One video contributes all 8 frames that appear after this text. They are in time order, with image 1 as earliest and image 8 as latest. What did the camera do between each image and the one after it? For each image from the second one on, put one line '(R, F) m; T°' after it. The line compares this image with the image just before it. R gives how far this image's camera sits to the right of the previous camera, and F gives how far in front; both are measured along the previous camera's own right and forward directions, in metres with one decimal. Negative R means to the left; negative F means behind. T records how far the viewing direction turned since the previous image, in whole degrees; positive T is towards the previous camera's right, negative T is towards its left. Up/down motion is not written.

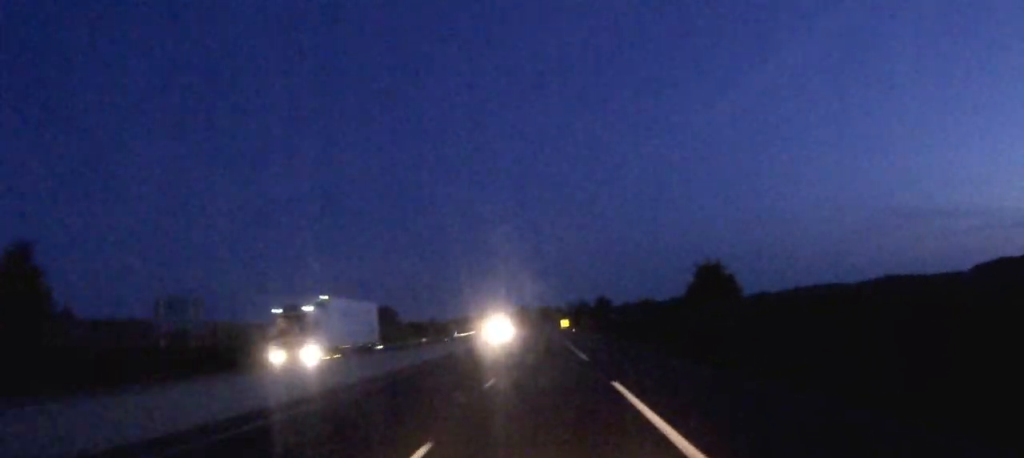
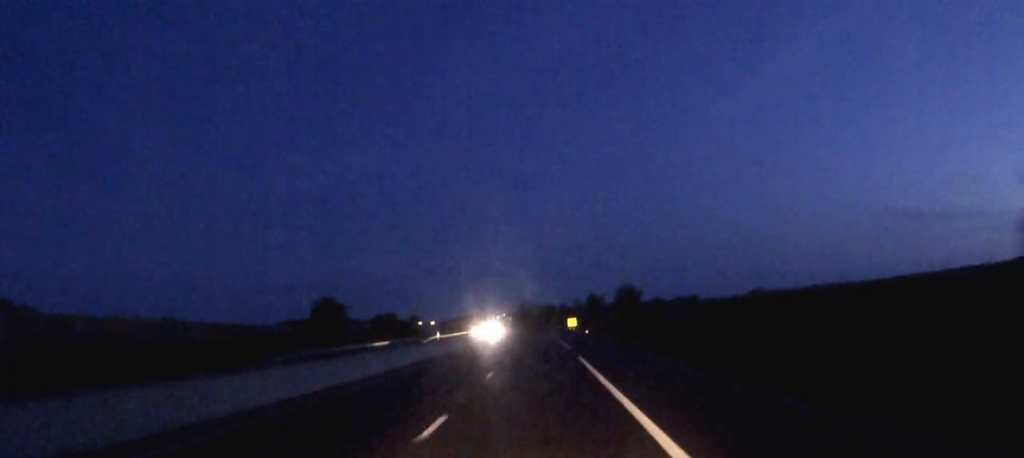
(0.0, +35.6) m; 0°
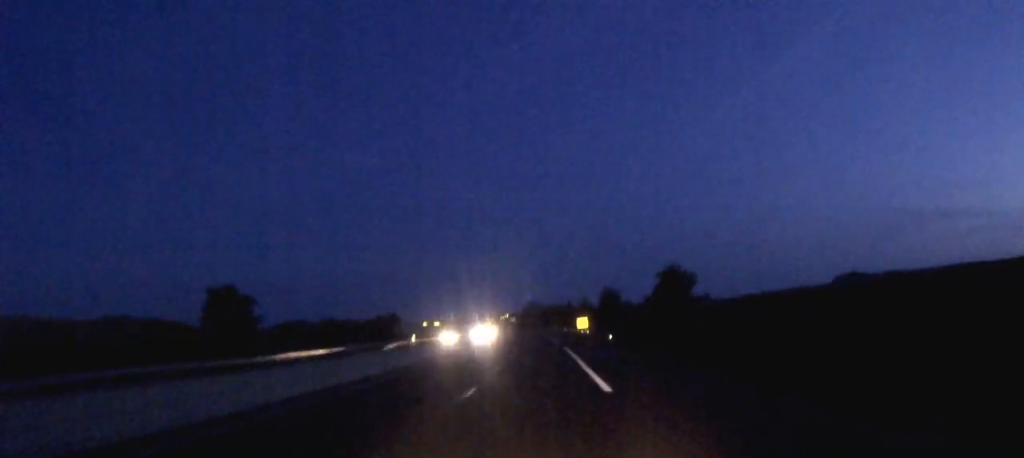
(-0.1, +31.9) m; -1°
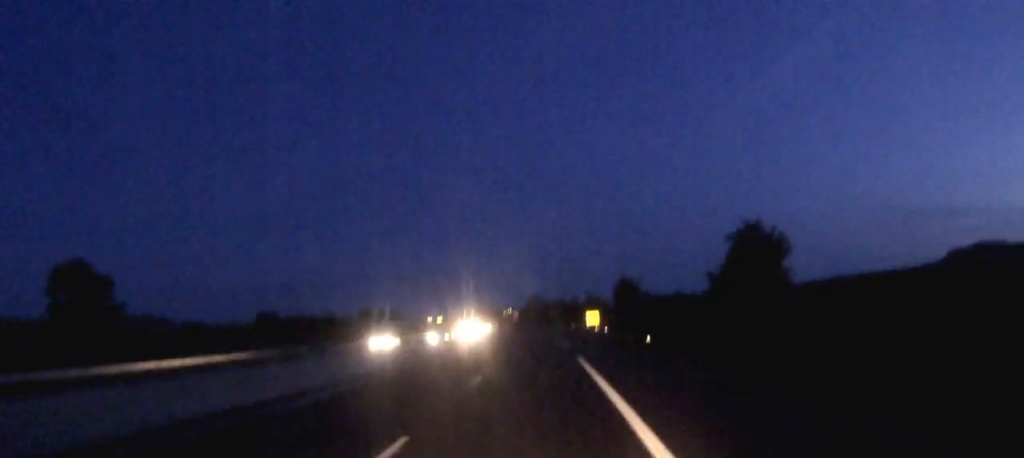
(-0.1, +23.4) m; 0°
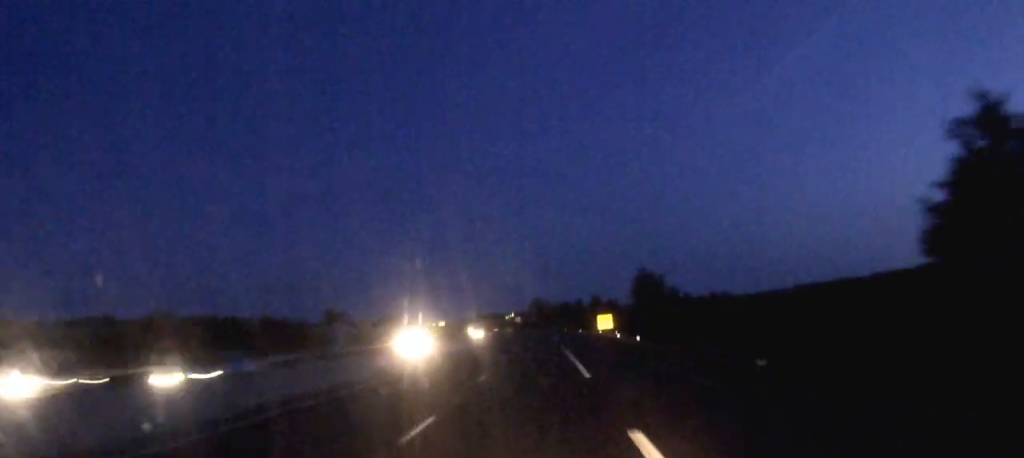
(0.0, +22.5) m; 0°
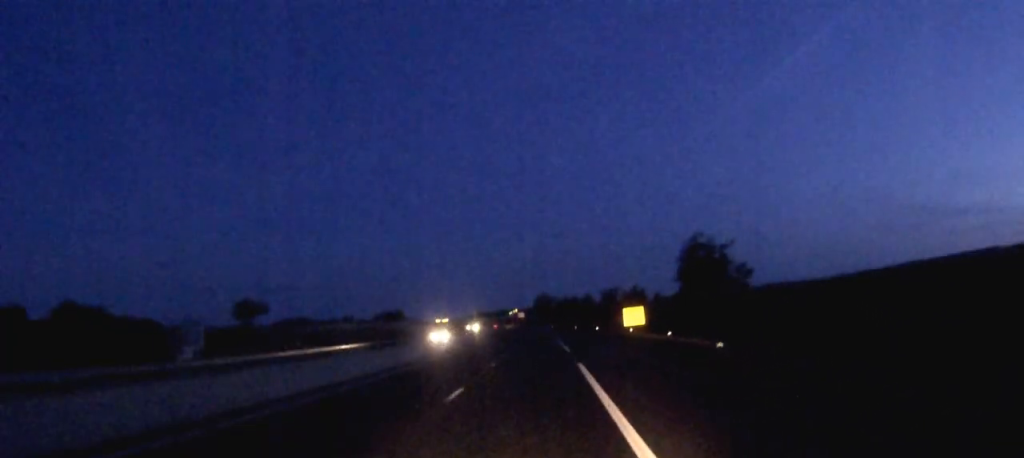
(-0.1, +33.0) m; 0°
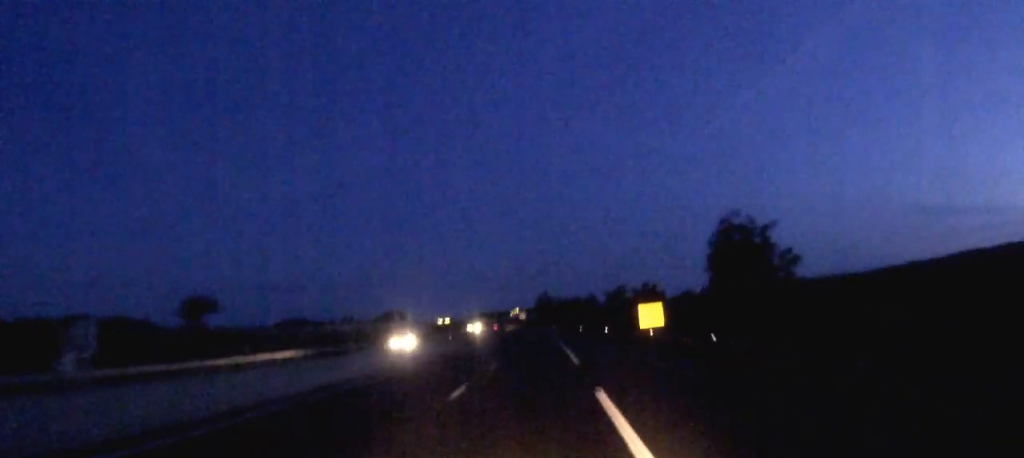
(0.0, +12.3) m; 0°
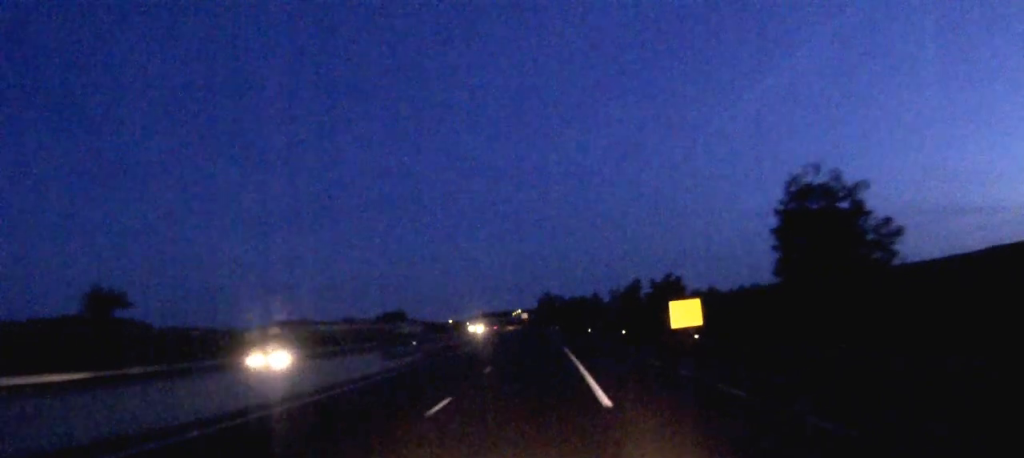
(0.0, +16.1) m; 0°
